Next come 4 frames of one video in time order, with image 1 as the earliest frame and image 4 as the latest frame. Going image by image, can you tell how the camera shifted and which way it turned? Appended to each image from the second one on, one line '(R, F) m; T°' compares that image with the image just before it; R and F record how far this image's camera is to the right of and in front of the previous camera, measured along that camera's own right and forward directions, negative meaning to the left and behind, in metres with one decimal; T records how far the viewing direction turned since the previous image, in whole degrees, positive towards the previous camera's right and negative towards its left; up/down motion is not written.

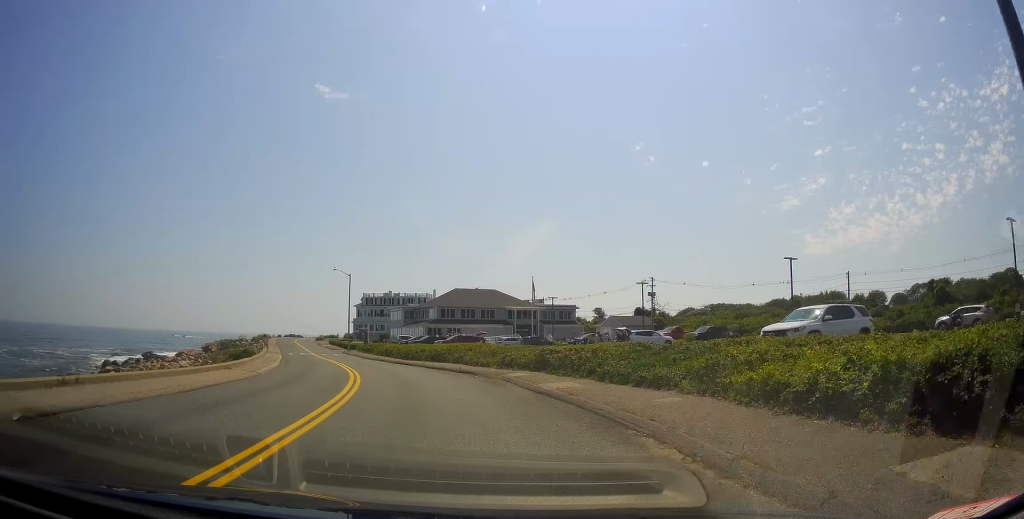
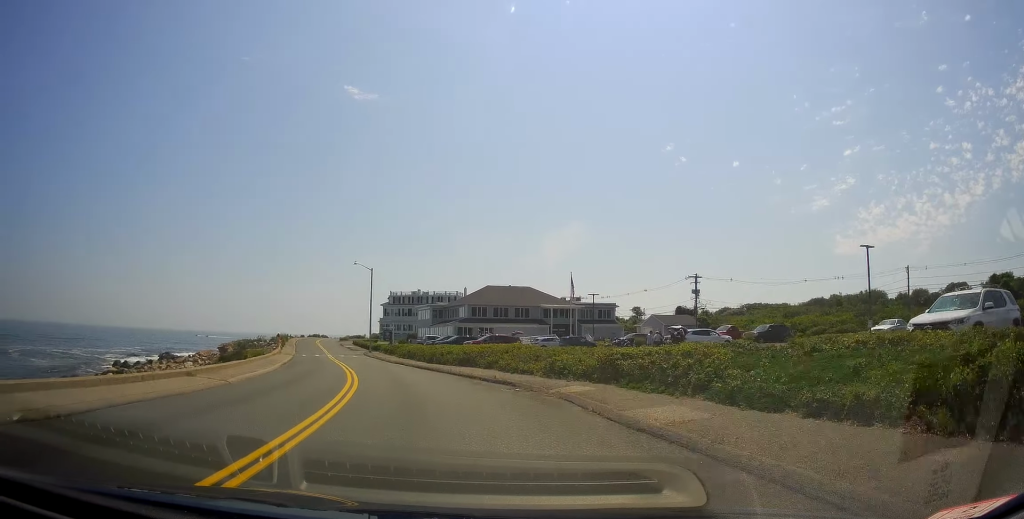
(-0.4, +6.0) m; -3°
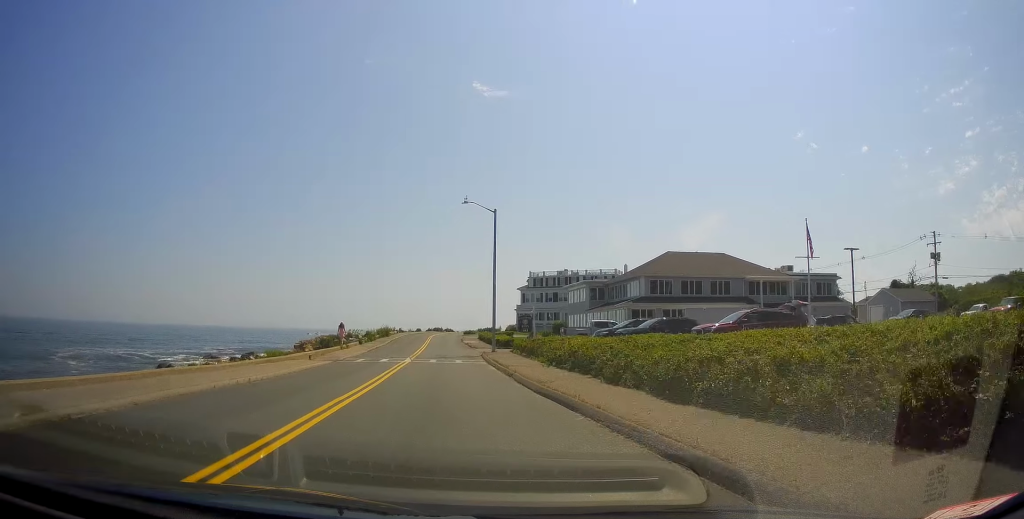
(-2.6, +25.7) m; -12°
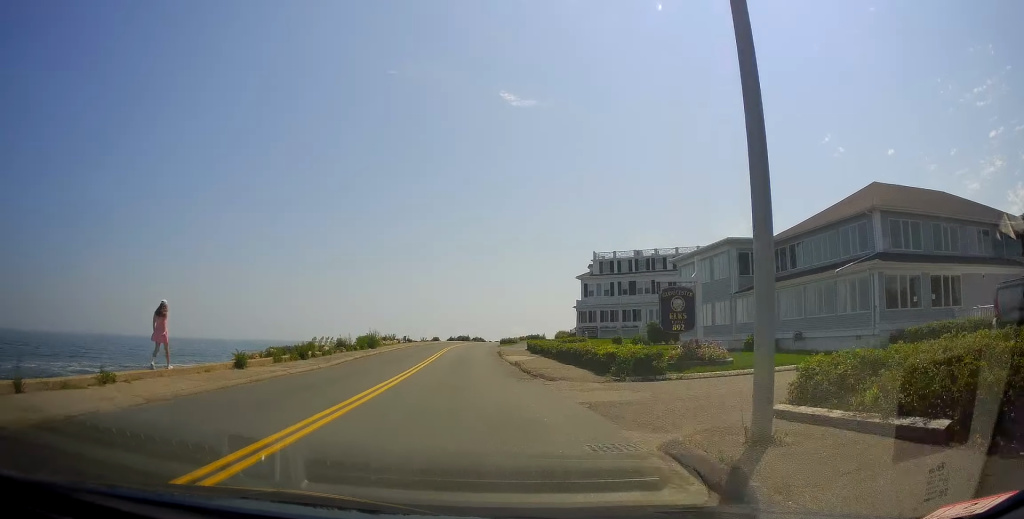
(-2.5, +32.0) m; -9°
